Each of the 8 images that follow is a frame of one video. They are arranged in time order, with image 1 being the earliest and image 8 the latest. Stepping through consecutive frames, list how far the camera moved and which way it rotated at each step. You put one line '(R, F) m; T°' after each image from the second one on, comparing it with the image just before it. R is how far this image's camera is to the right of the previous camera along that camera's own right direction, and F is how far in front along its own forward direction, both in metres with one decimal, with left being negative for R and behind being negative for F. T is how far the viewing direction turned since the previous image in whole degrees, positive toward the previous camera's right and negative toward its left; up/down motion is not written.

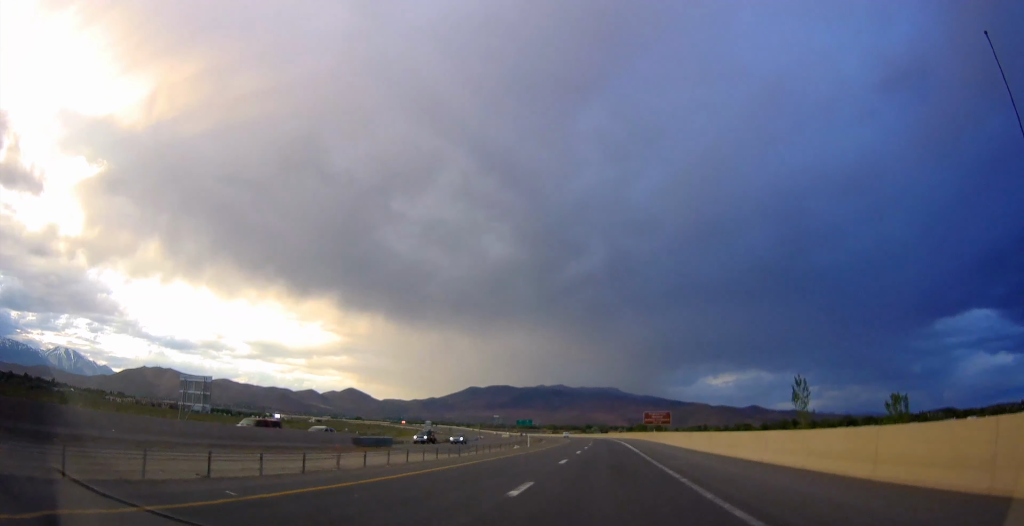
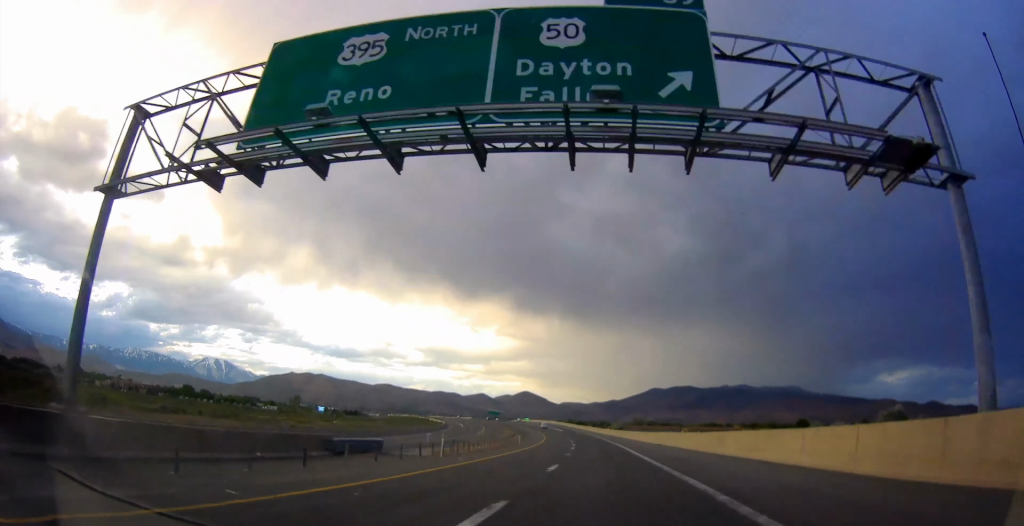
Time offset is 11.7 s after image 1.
(-51.3, +333.3) m; -18°
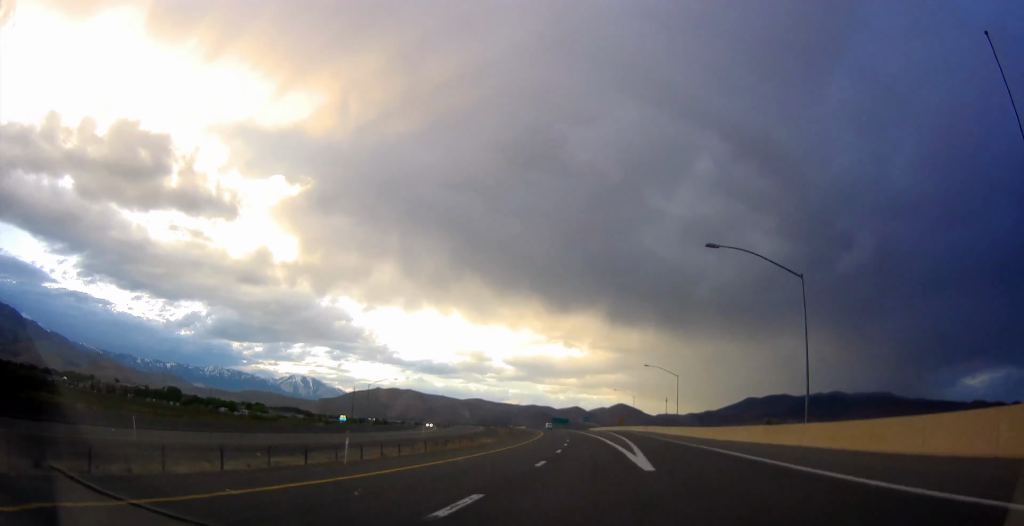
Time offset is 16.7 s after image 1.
(-6.0, +145.8) m; -8°
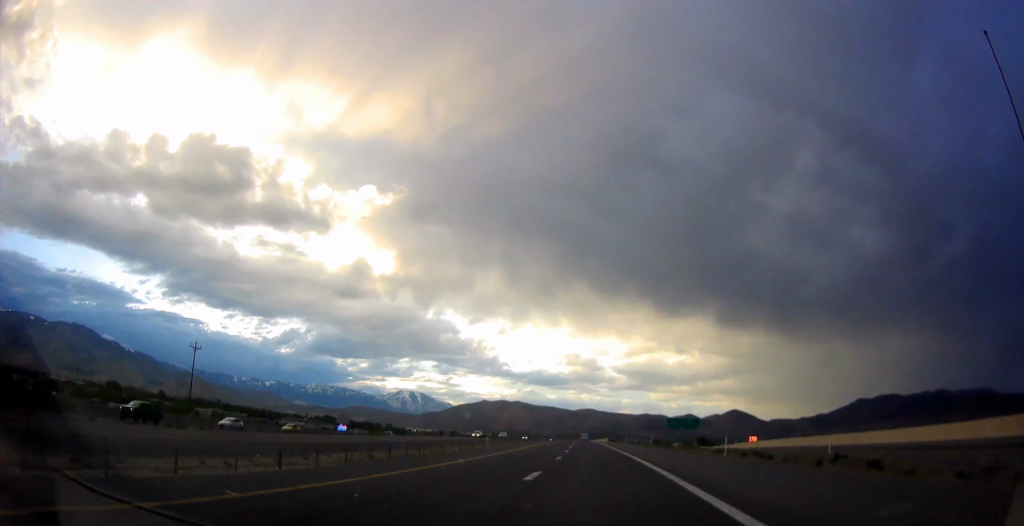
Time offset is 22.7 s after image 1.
(-18.8, +172.7) m; -5°
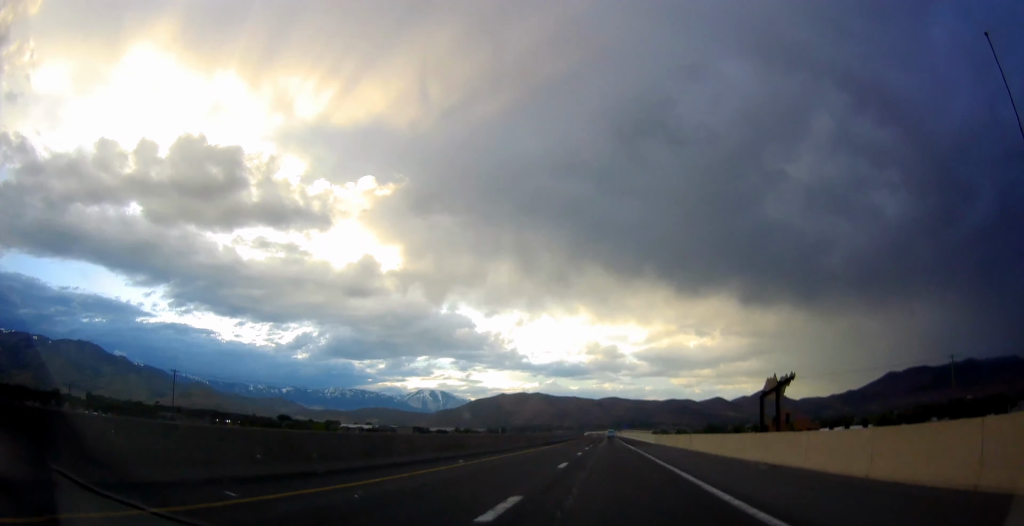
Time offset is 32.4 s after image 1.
(-11.5, +277.7) m; -3°
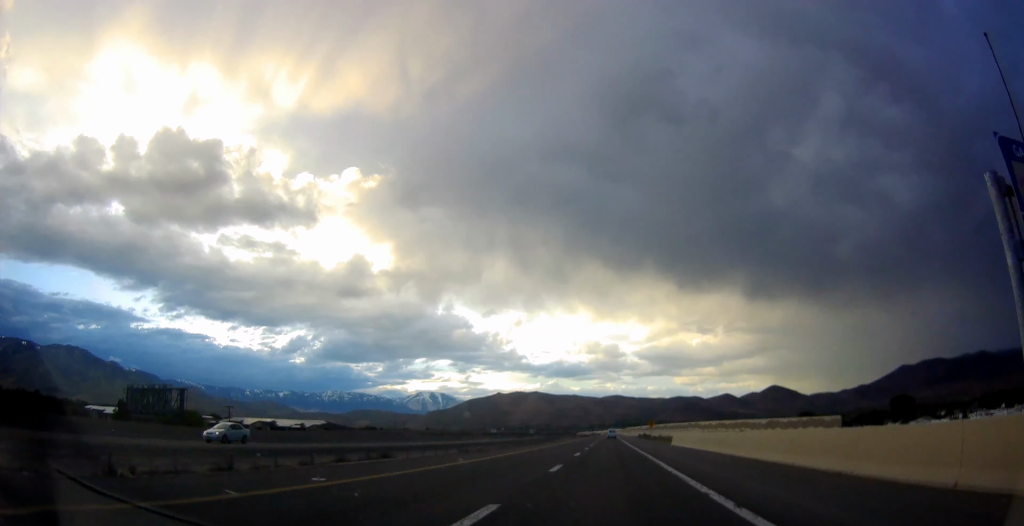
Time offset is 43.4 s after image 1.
(-0.7, +310.1) m; 0°
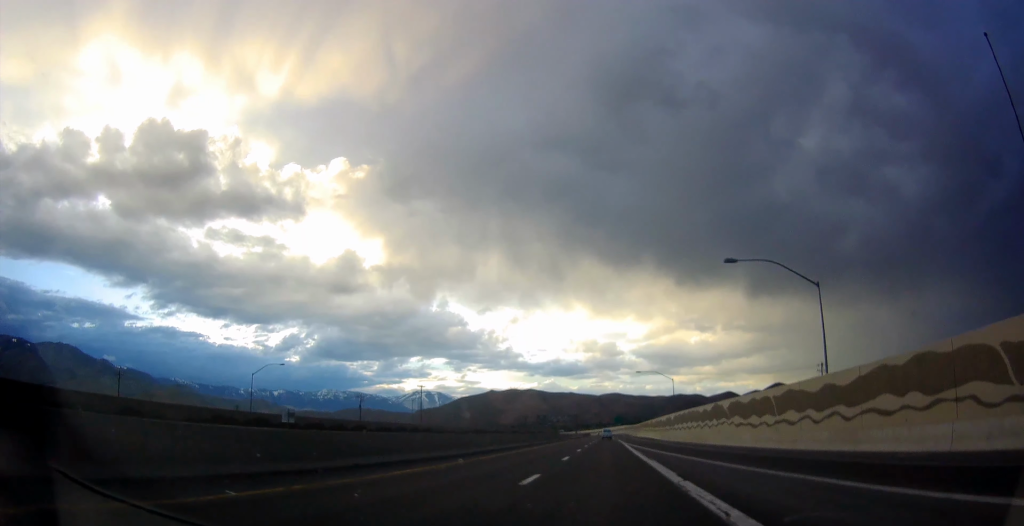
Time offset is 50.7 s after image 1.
(-0.3, +203.0) m; 0°
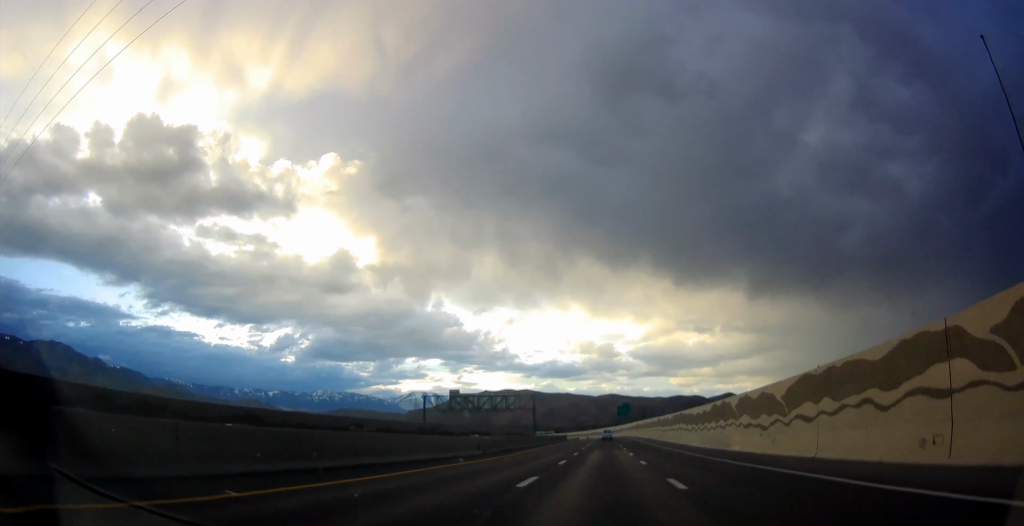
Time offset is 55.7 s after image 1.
(+0.8, +136.8) m; -1°
